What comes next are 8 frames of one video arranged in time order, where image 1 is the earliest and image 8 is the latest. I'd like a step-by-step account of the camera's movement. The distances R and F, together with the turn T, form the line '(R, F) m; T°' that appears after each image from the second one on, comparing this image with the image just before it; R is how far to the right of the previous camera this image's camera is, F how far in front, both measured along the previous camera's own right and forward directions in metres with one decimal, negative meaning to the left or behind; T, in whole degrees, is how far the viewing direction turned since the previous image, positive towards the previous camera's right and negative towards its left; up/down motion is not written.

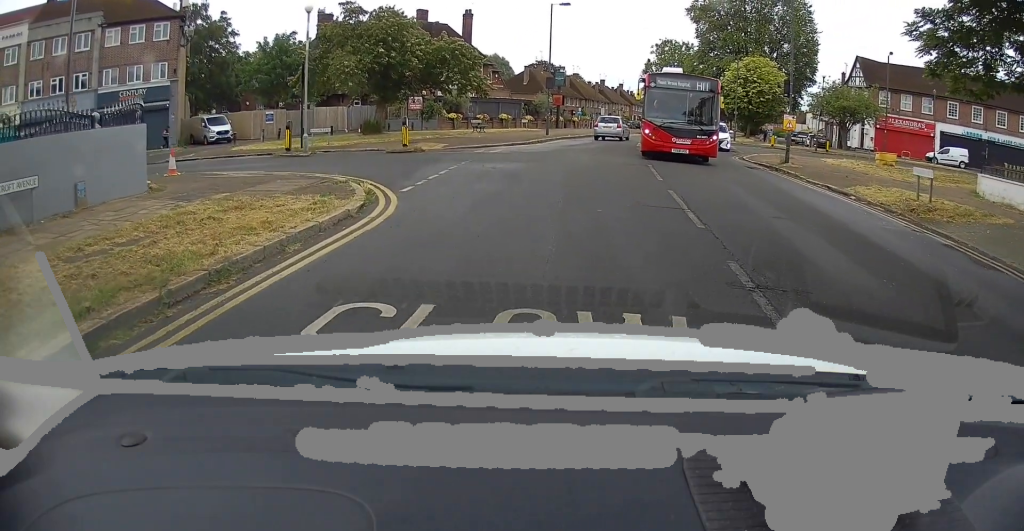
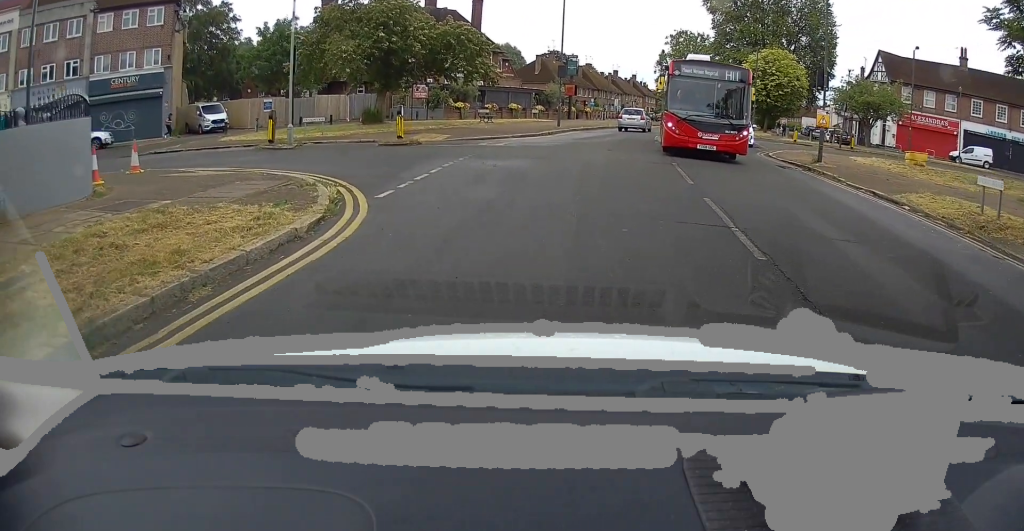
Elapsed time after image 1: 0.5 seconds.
(-0.2, +2.1) m; -2°
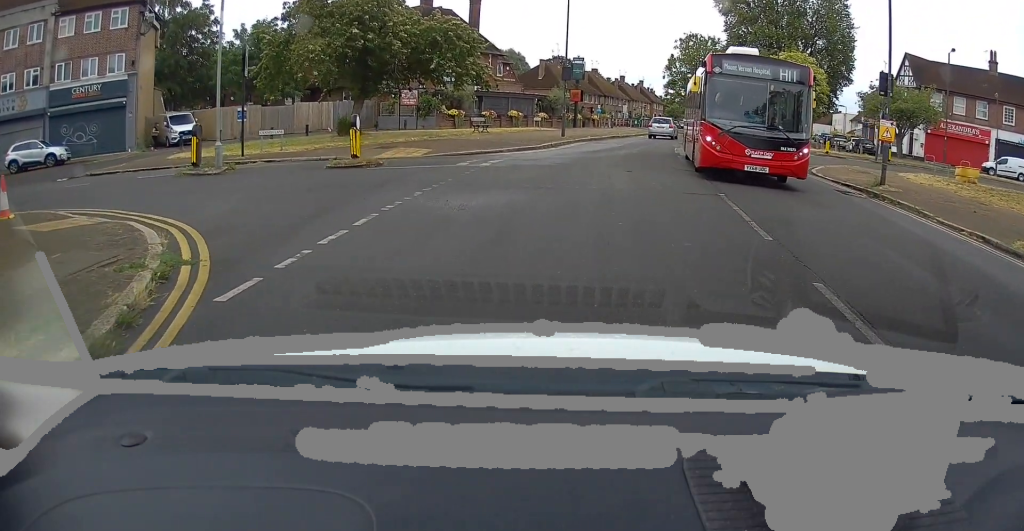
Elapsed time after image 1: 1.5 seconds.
(-0.2, +4.6) m; -2°
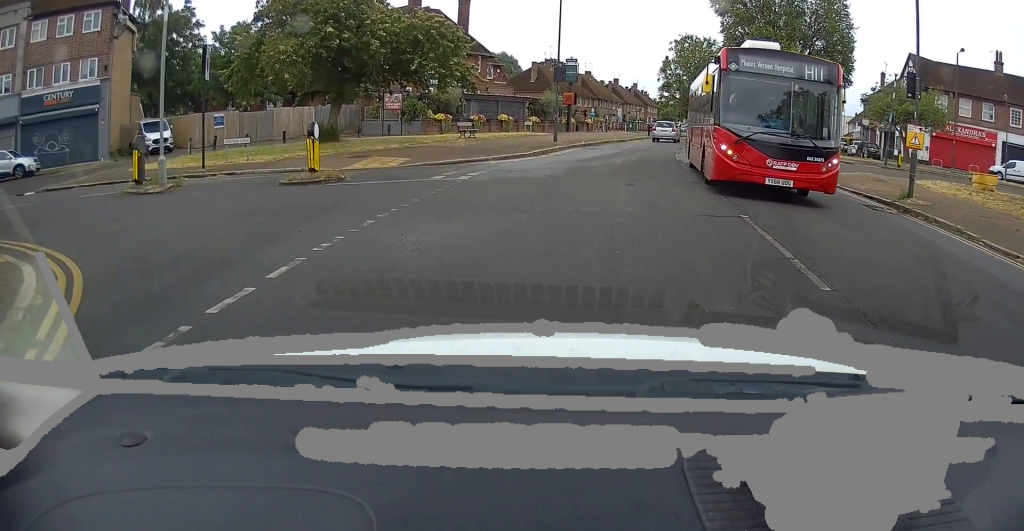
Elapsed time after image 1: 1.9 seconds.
(0.0, +2.1) m; 0°
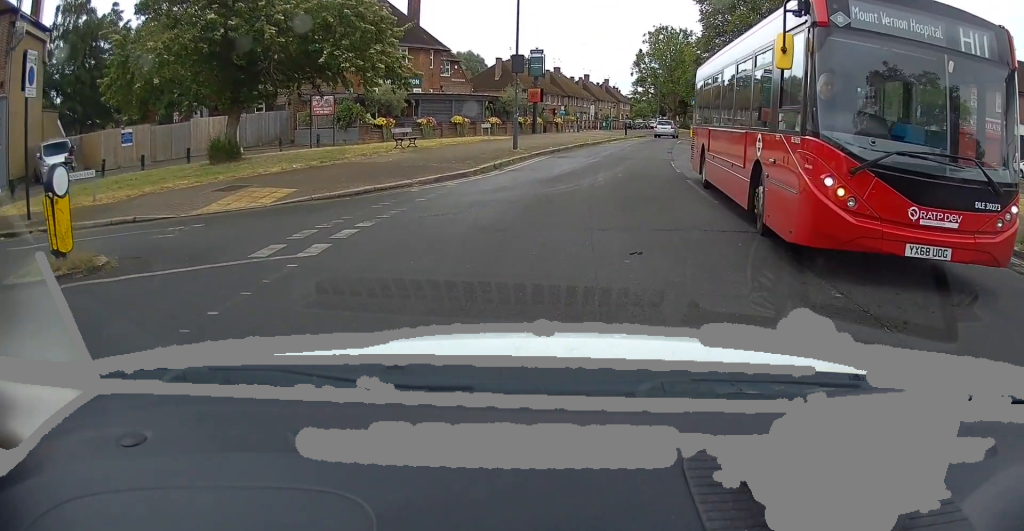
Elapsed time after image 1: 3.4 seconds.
(+0.2, +6.5) m; +3°
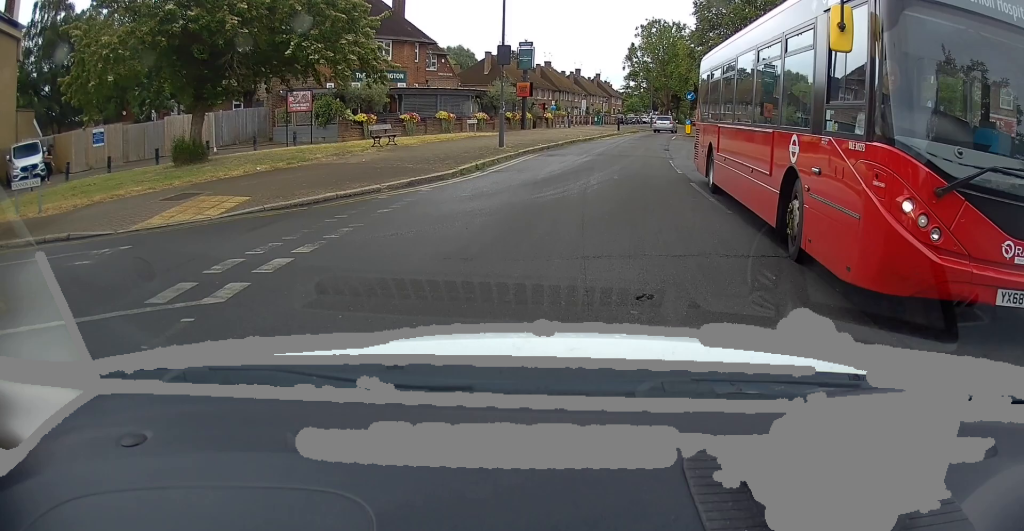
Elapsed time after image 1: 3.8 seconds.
(0.0, +1.6) m; +1°
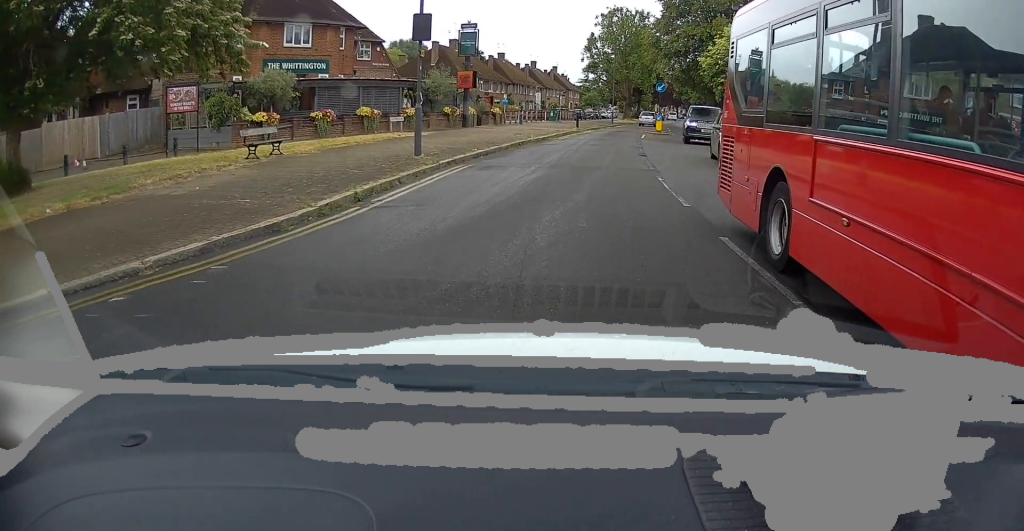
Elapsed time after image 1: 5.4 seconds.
(+0.1, +6.2) m; +4°
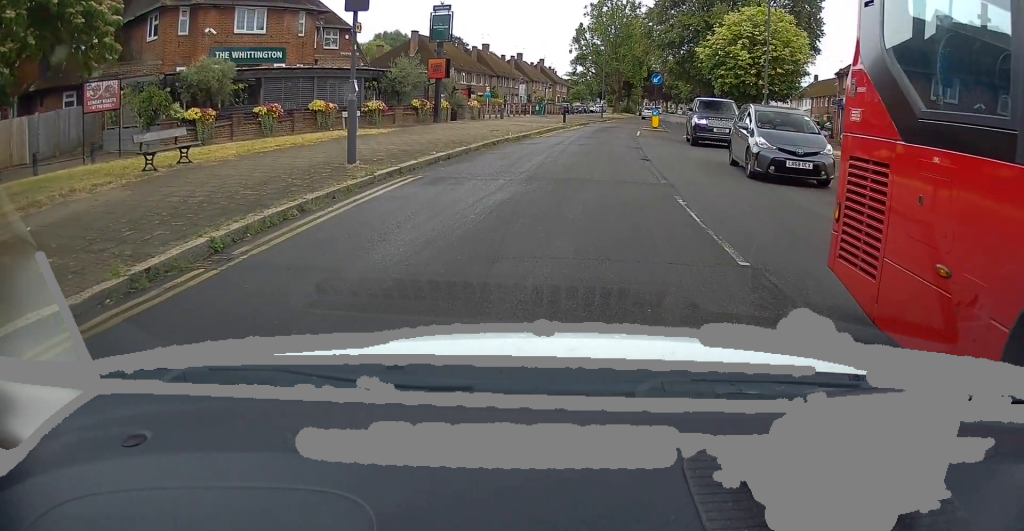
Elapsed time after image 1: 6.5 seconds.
(+0.3, +4.0) m; +4°
